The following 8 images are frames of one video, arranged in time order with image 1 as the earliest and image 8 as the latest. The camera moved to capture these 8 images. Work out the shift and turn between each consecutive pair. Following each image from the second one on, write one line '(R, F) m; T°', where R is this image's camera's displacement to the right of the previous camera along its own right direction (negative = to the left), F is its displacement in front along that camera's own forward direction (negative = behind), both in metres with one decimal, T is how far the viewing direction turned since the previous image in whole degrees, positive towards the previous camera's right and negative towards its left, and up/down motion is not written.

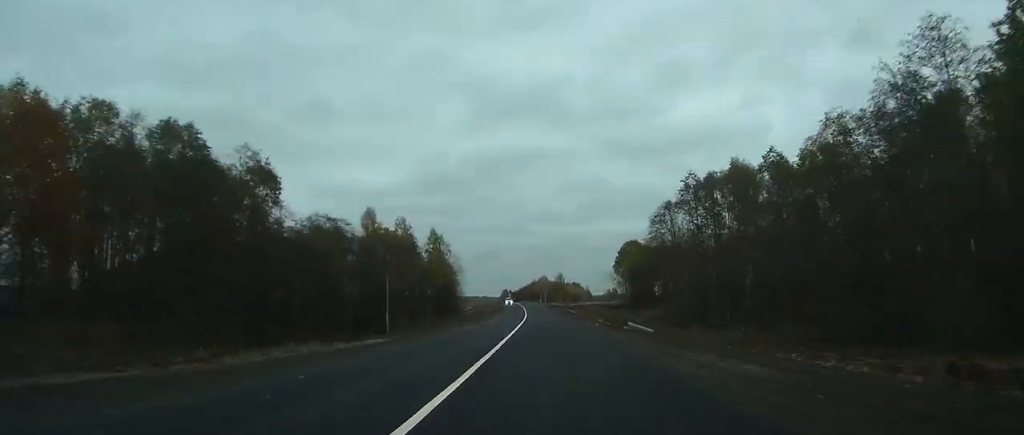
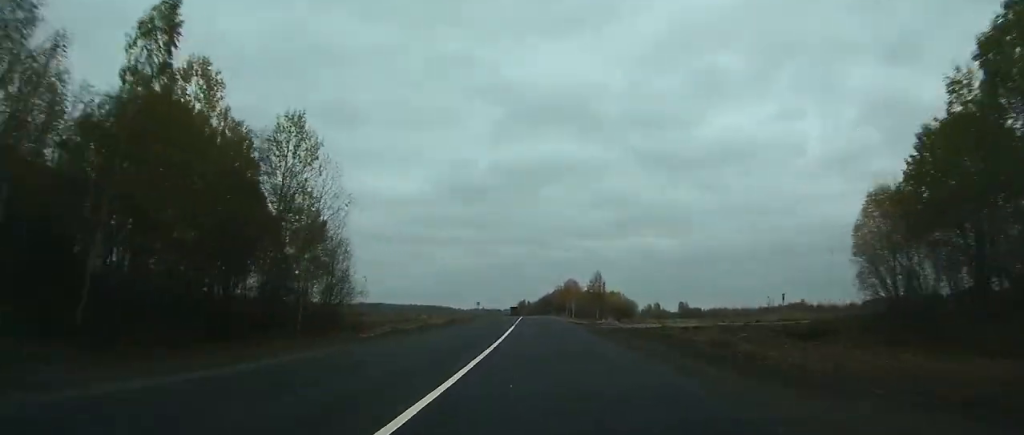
(-1.9, +88.7) m; -3°
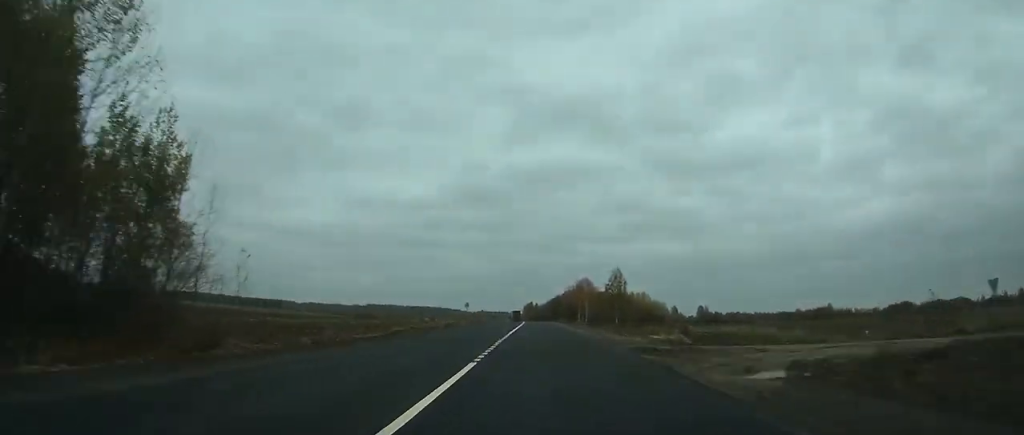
(-0.4, +25.6) m; -1°
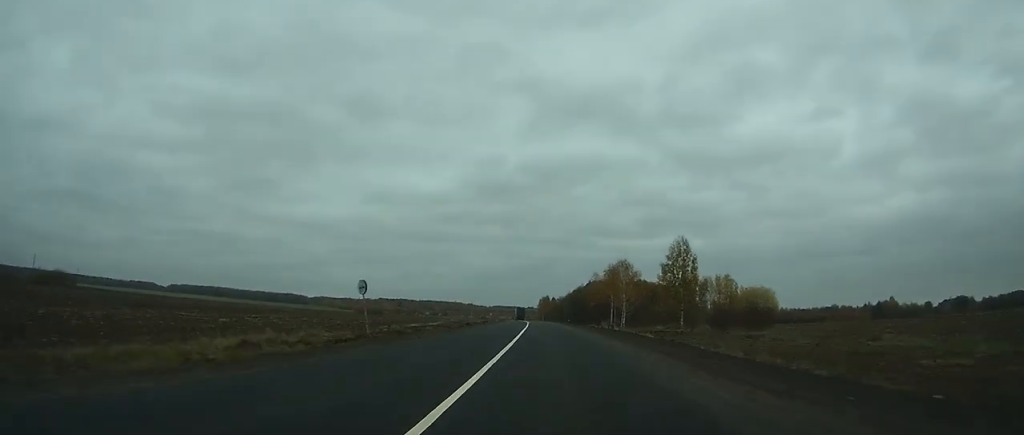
(-0.6, +49.9) m; -1°
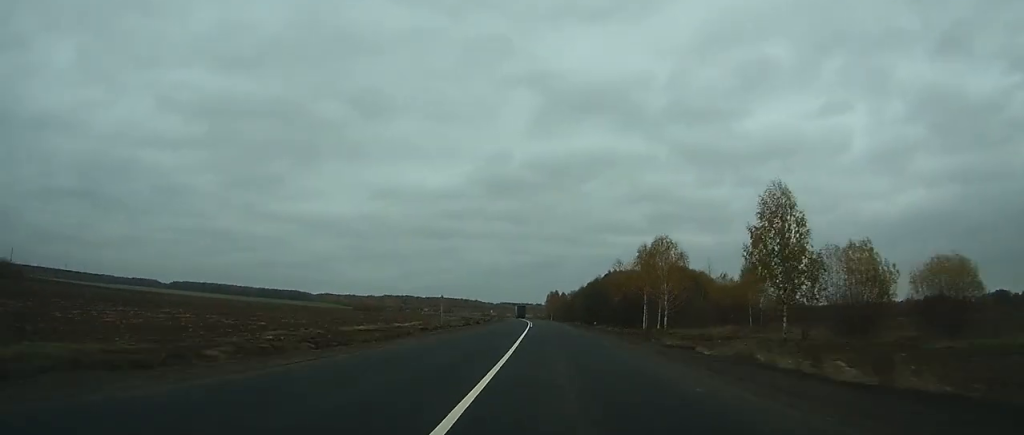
(-0.2, +33.5) m; -1°
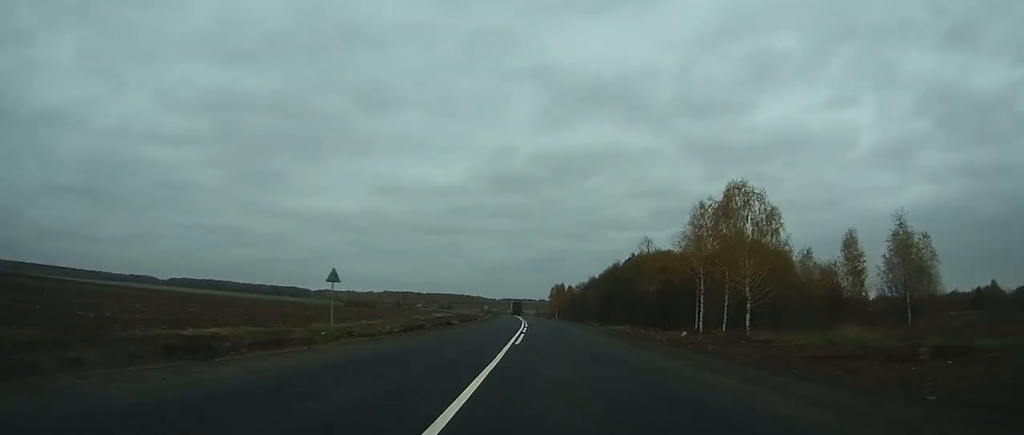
(-0.2, +33.5) m; -1°
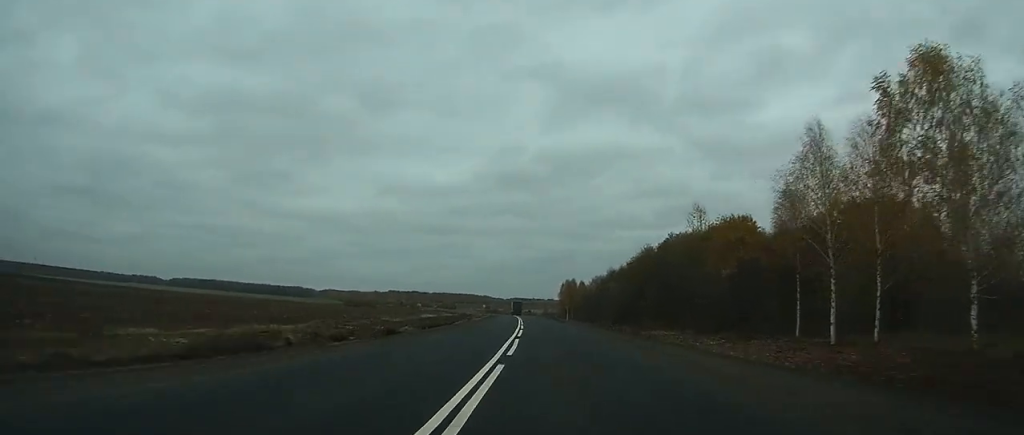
(-0.2, +30.3) m; -1°
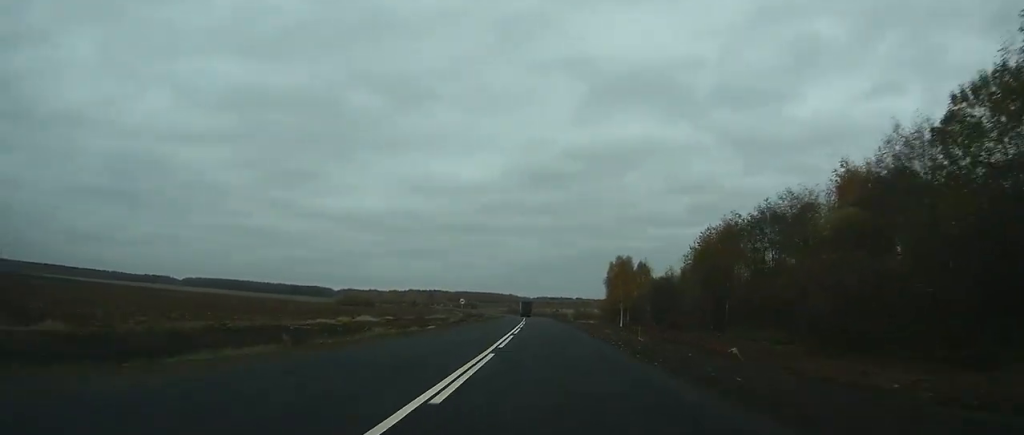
(-1.4, +84.9) m; -2°
